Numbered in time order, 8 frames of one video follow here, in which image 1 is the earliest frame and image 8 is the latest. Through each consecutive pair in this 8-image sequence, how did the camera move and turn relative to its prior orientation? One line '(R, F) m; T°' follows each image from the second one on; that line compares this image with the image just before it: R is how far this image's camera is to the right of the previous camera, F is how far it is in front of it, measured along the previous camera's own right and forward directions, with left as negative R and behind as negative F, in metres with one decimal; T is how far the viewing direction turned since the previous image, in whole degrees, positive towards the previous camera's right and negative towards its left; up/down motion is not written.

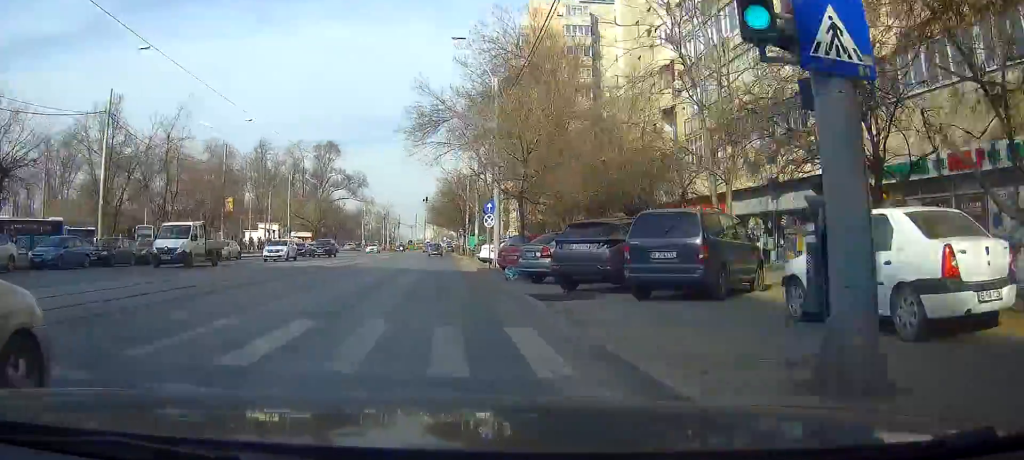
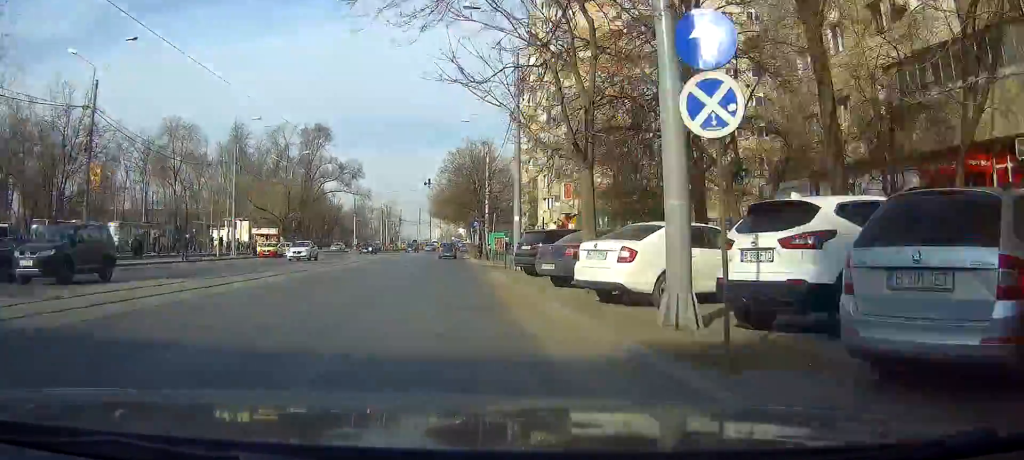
(0.0, +26.9) m; +1°
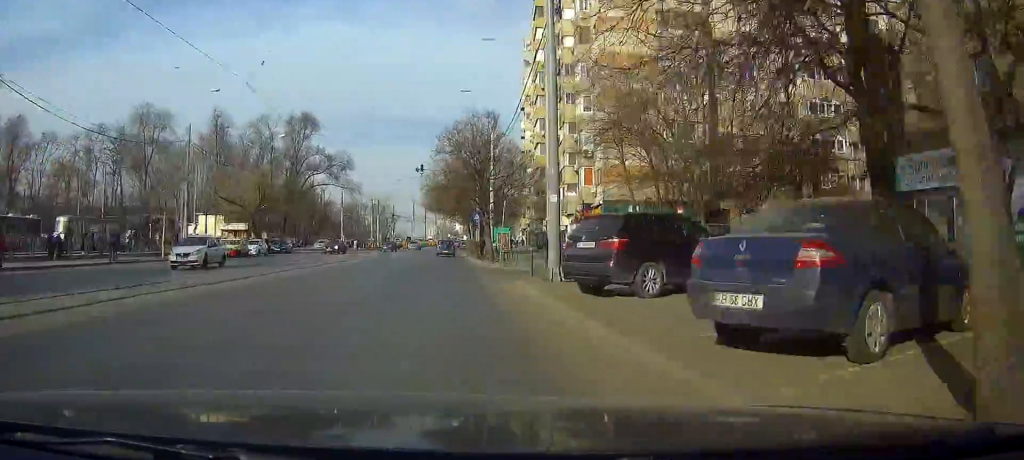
(+0.2, +11.4) m; +1°
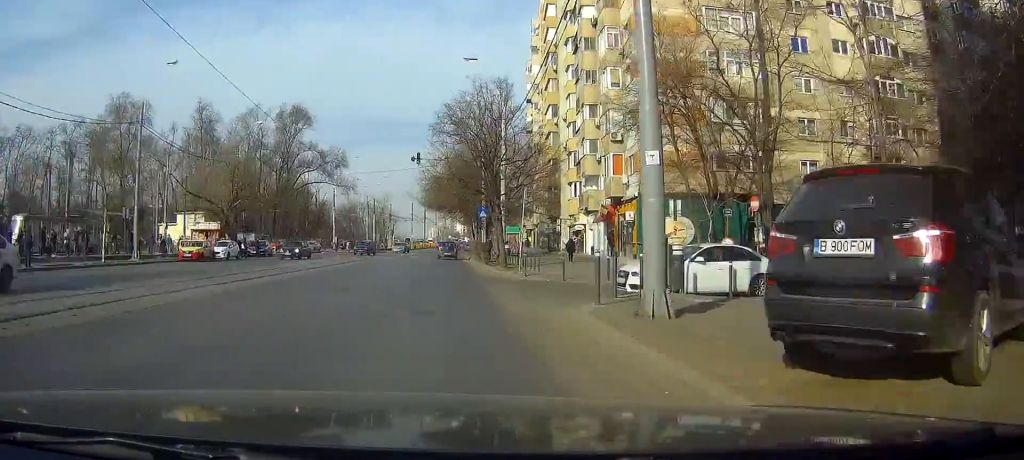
(0.0, +9.3) m; -1°
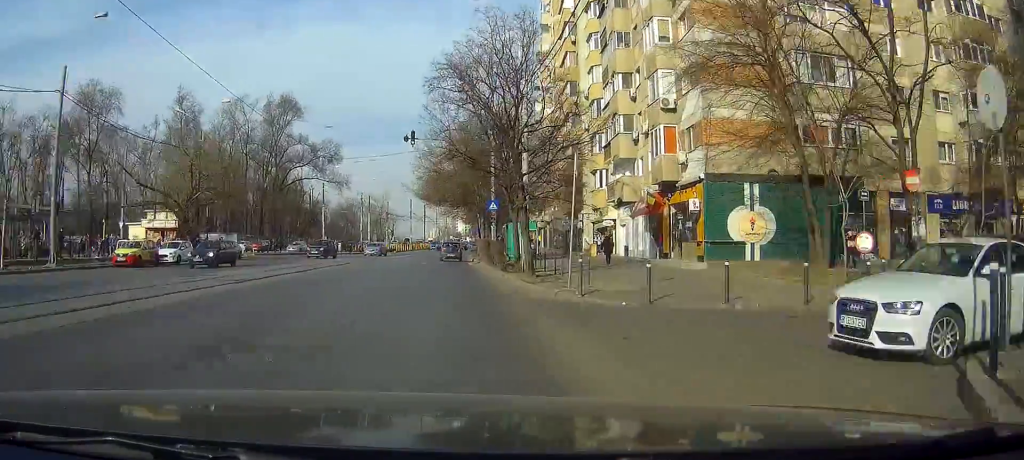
(-0.1, +10.7) m; -1°
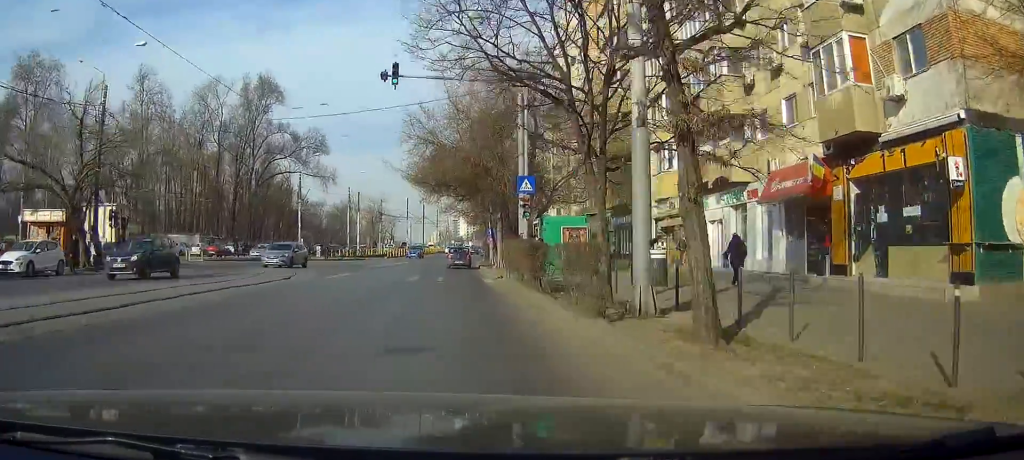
(-0.1, +17.0) m; 0°
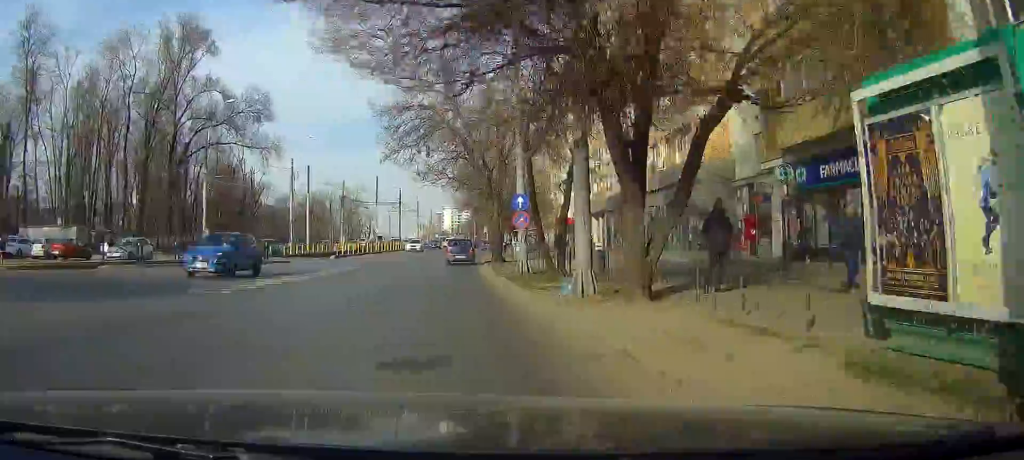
(+0.1, +28.9) m; +1°
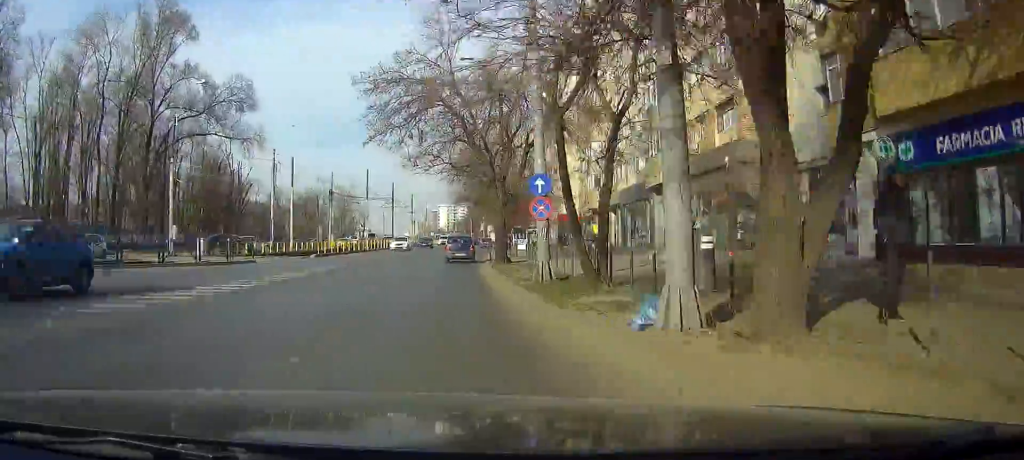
(0.0, +6.2) m; 0°
